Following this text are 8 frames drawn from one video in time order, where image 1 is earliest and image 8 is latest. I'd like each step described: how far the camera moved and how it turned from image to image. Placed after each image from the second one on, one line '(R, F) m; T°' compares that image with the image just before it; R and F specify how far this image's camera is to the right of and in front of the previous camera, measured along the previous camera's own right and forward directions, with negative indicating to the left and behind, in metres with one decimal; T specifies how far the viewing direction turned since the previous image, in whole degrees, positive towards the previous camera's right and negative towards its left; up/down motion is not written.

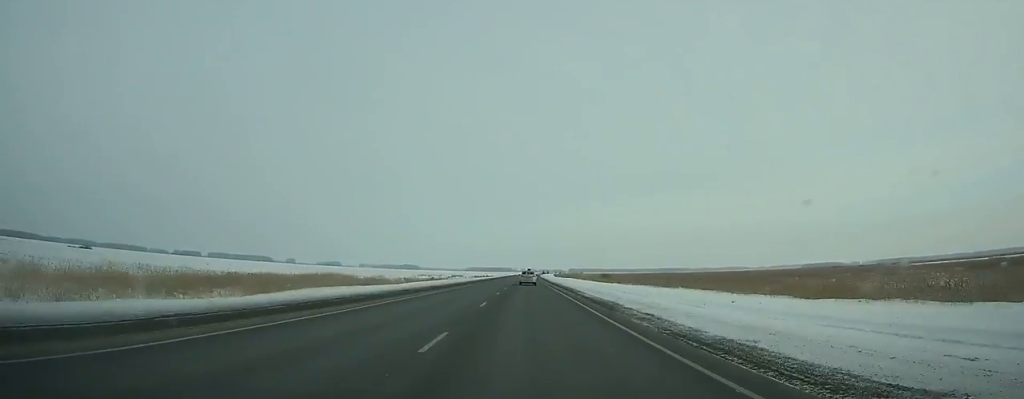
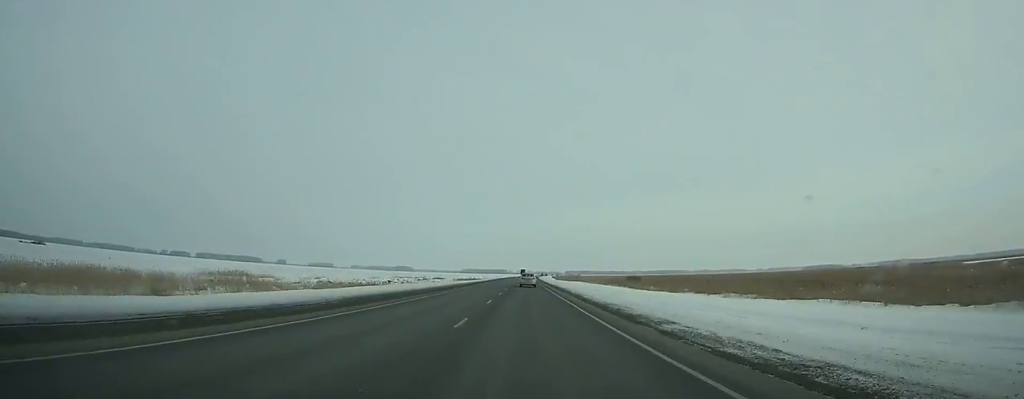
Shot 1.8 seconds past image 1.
(+0.1, +55.4) m; 0°
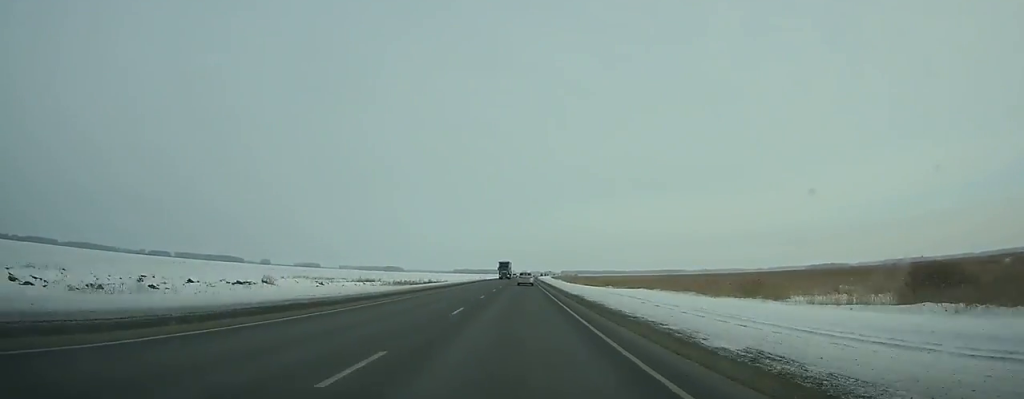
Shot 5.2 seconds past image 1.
(+0.6, +105.6) m; 0°
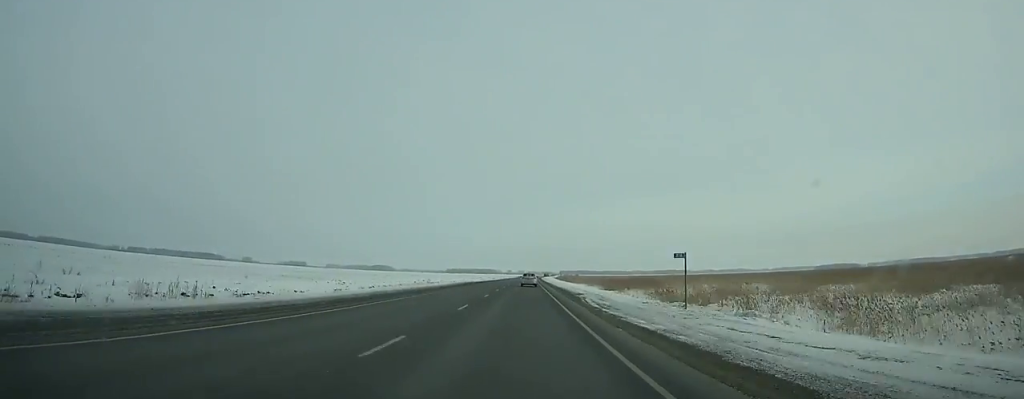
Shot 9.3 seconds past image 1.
(+0.2, +129.2) m; 0°
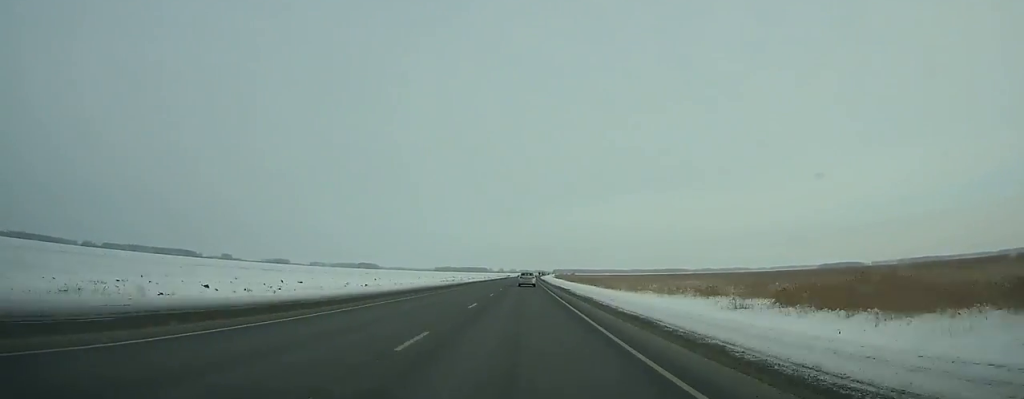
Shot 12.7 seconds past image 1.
(+0.2, +108.1) m; 0°
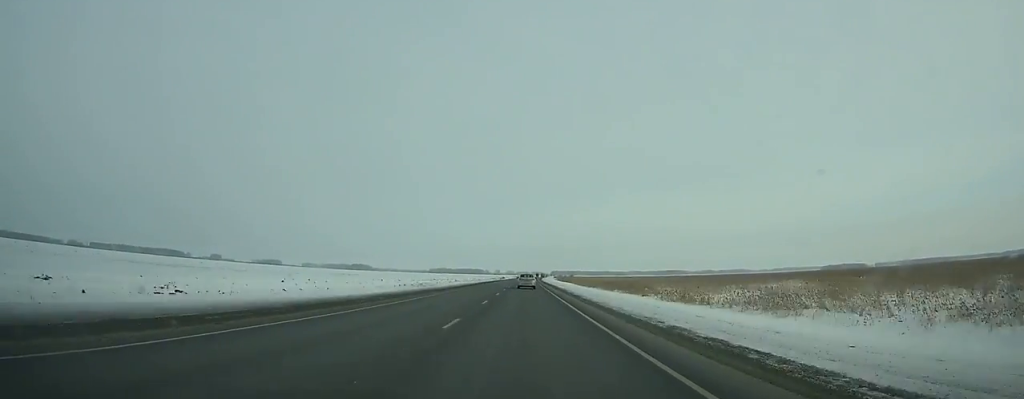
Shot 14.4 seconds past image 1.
(+0.2, +54.0) m; 0°
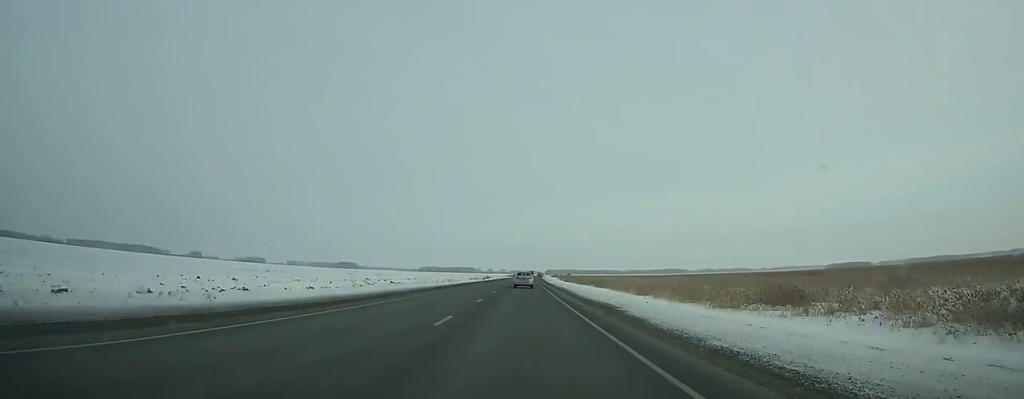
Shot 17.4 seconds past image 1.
(+0.5, +95.0) m; +1°
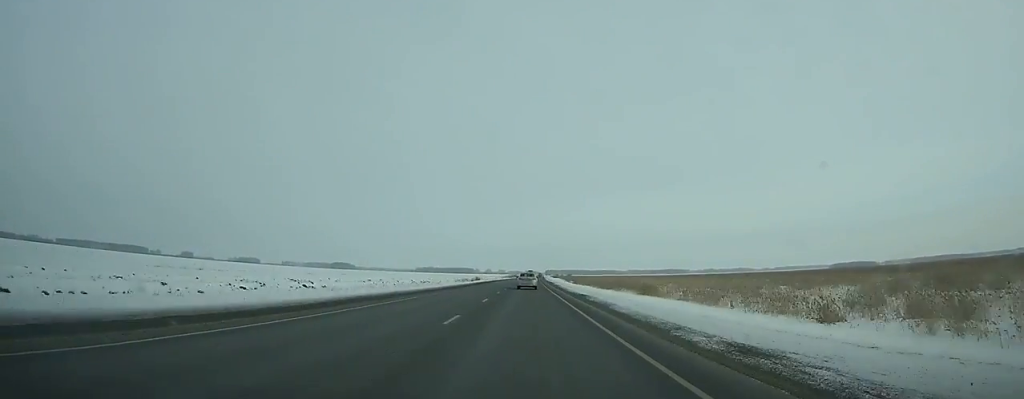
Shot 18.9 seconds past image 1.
(-0.1, +47.1) m; 0°
